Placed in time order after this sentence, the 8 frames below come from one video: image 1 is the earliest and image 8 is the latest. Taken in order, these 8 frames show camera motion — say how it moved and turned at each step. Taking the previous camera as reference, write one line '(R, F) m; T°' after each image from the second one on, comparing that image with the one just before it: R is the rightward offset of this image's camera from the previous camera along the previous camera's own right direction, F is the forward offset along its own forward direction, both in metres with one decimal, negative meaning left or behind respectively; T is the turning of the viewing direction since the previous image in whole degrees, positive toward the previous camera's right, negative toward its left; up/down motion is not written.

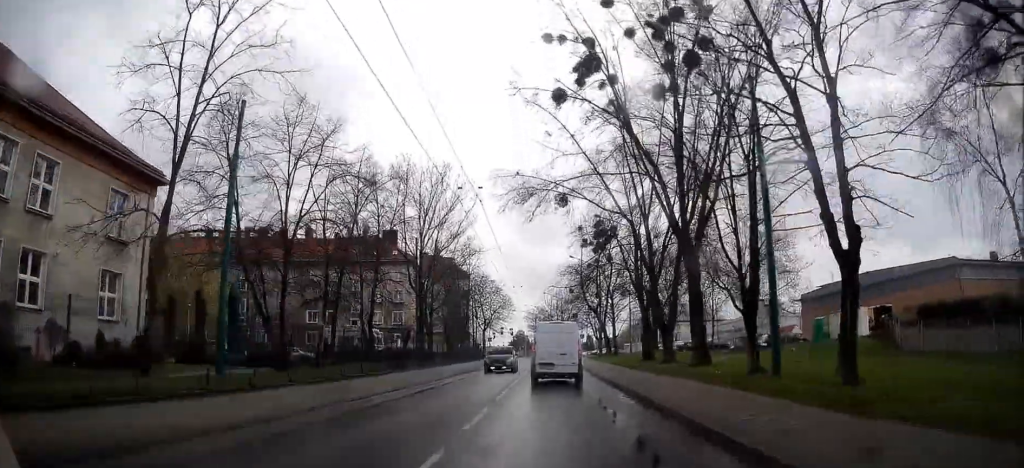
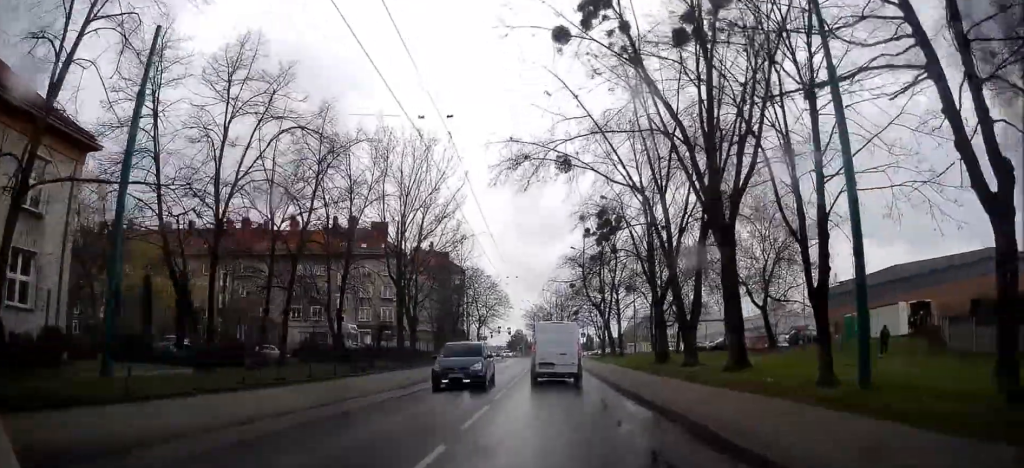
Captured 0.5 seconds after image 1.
(+0.1, +5.8) m; +1°
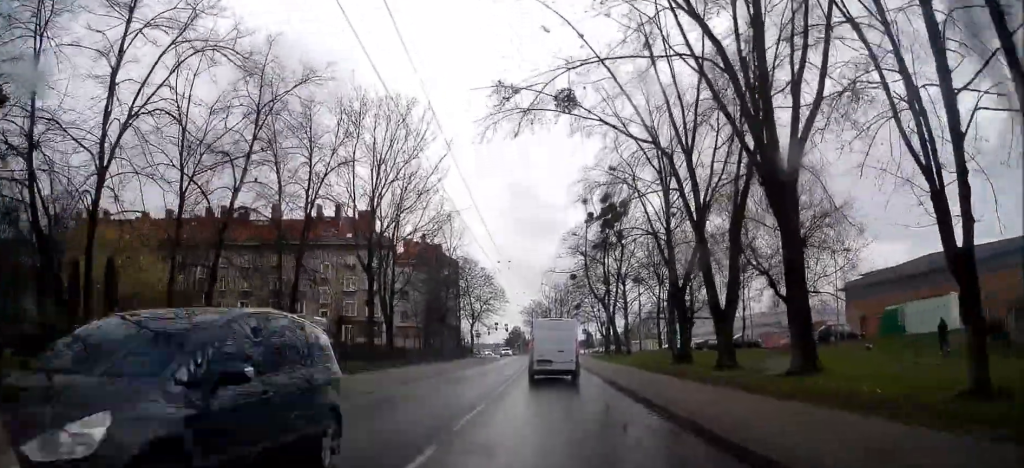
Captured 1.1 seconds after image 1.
(0.0, +6.1) m; 0°
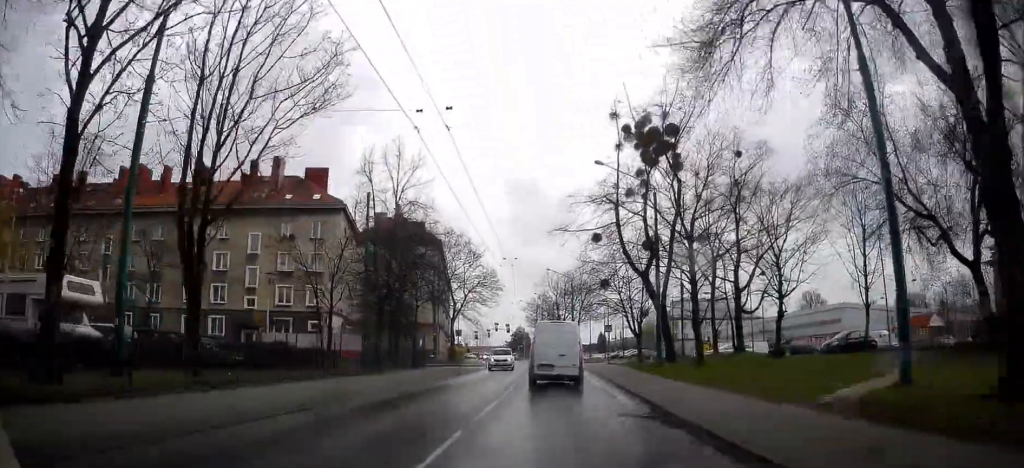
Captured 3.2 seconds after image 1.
(-0.2, +22.1) m; 0°
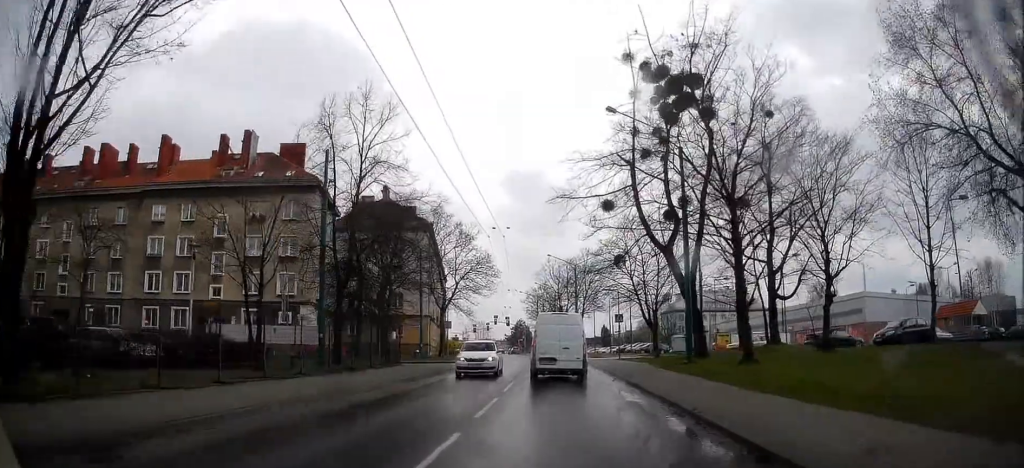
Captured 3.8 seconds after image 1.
(0.0, +6.7) m; 0°
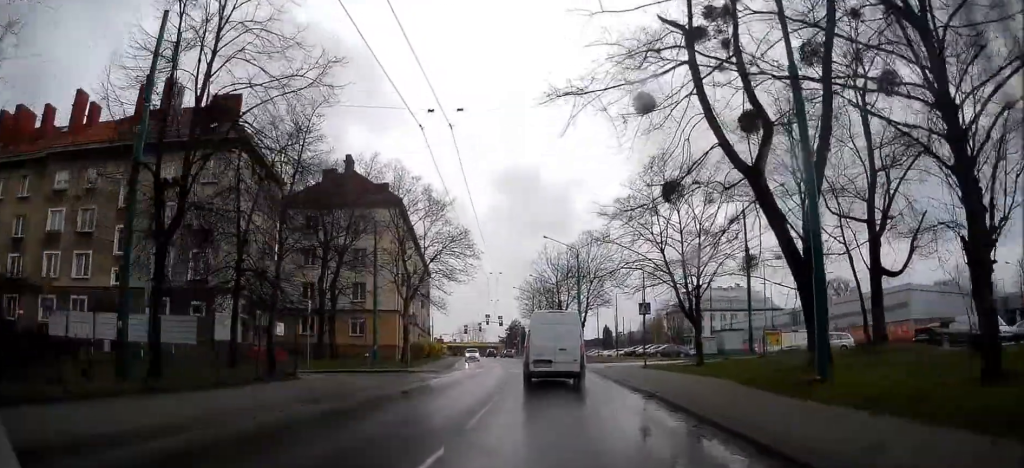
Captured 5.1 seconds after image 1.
(-0.1, +13.2) m; 0°
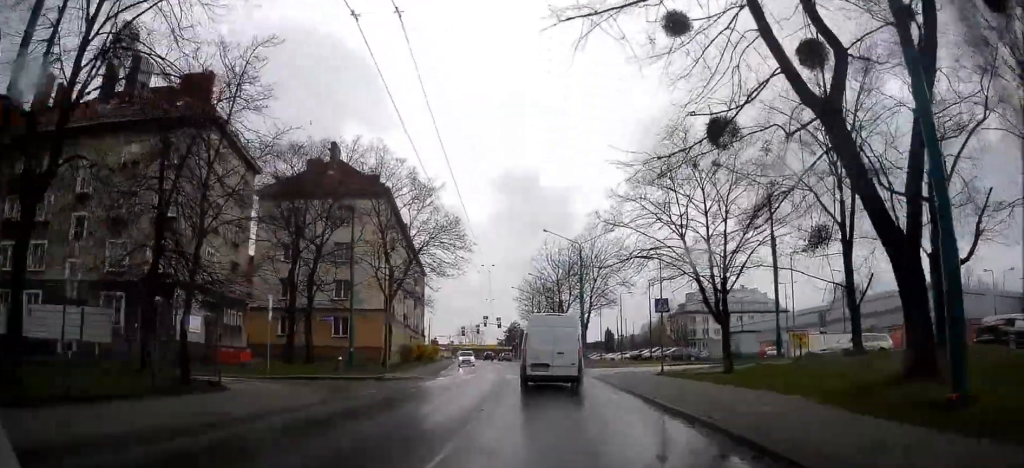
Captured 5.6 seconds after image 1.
(0.0, +5.0) m; 0°
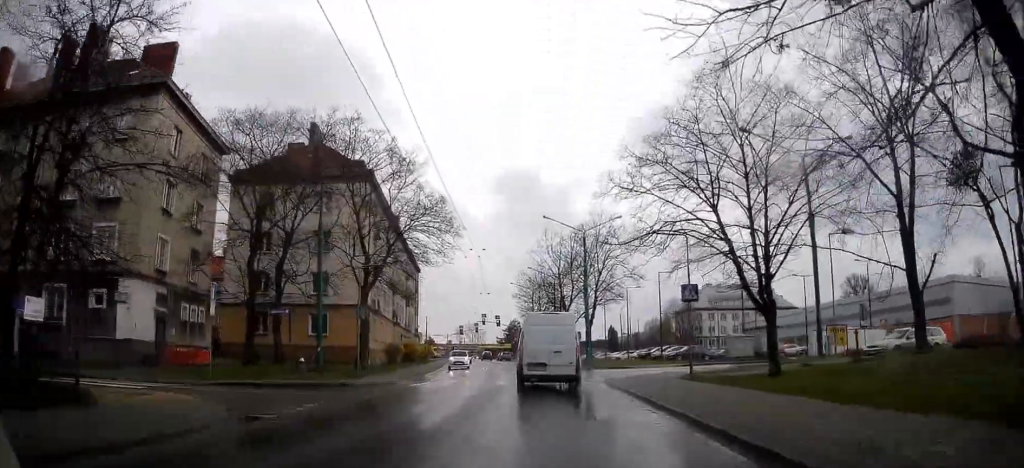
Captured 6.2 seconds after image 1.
(0.0, +5.4) m; 0°
